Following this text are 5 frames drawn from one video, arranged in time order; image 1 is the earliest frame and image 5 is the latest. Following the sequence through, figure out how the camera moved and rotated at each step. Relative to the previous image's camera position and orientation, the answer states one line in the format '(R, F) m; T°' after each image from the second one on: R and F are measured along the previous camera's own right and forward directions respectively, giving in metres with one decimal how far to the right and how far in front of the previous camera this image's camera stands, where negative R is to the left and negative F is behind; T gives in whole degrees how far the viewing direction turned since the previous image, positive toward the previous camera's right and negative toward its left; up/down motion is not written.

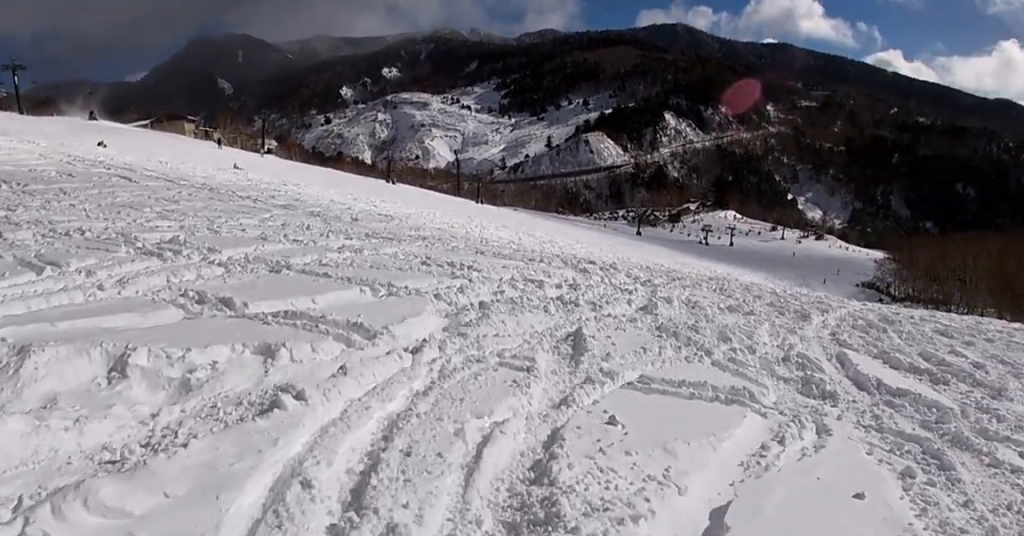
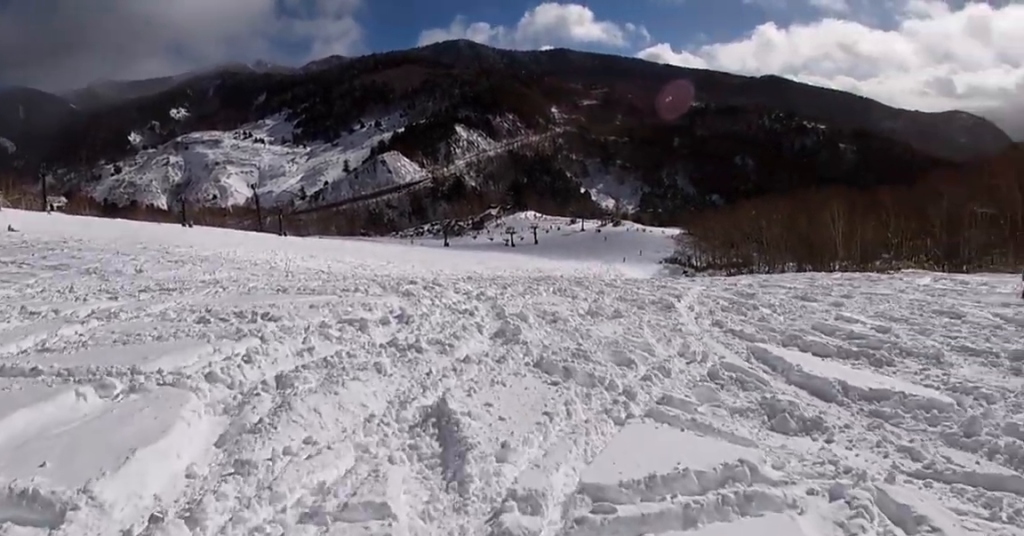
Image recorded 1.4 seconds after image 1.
(+1.5, +4.0) m; +25°
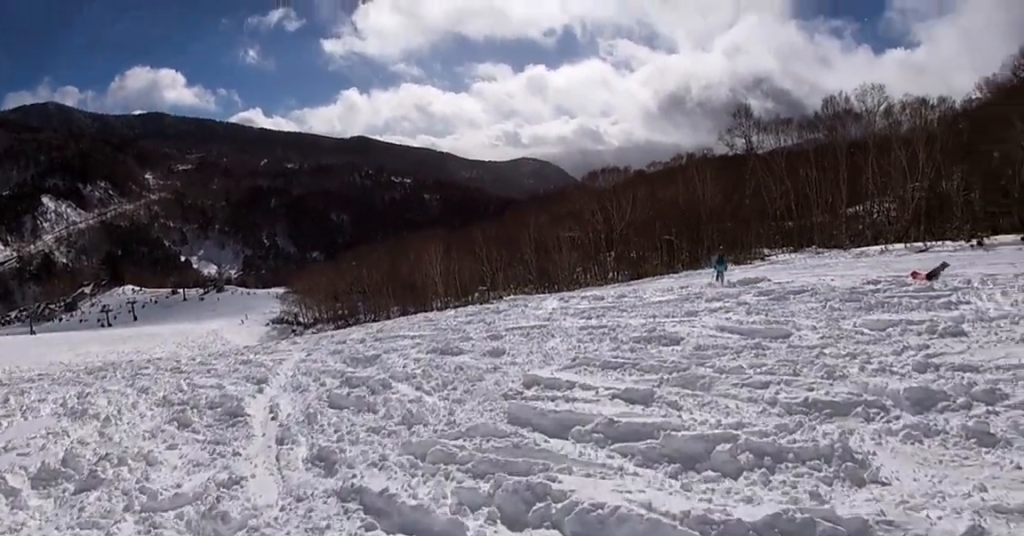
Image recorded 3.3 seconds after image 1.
(+2.2, +6.7) m; +34°
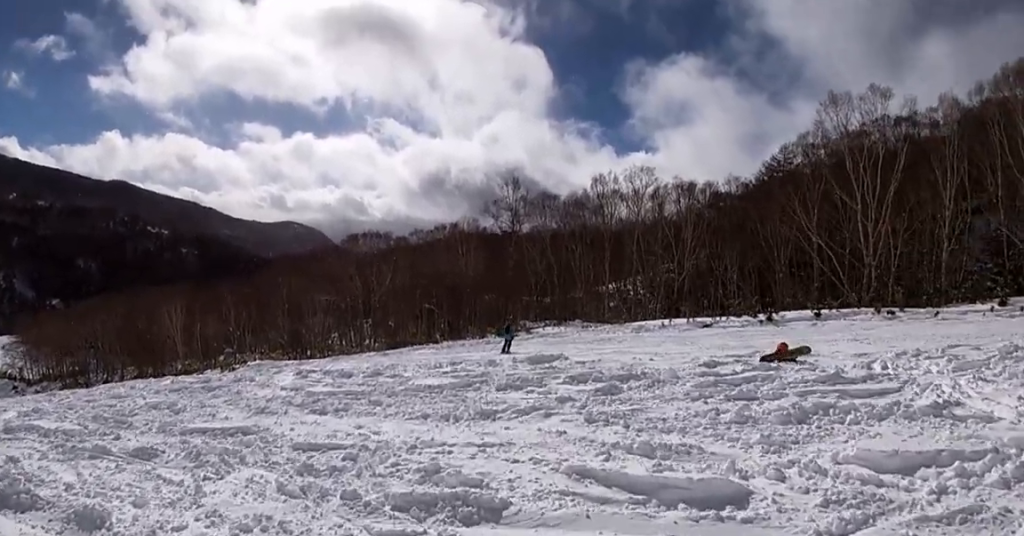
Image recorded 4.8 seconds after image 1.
(+0.5, +6.4) m; +9°
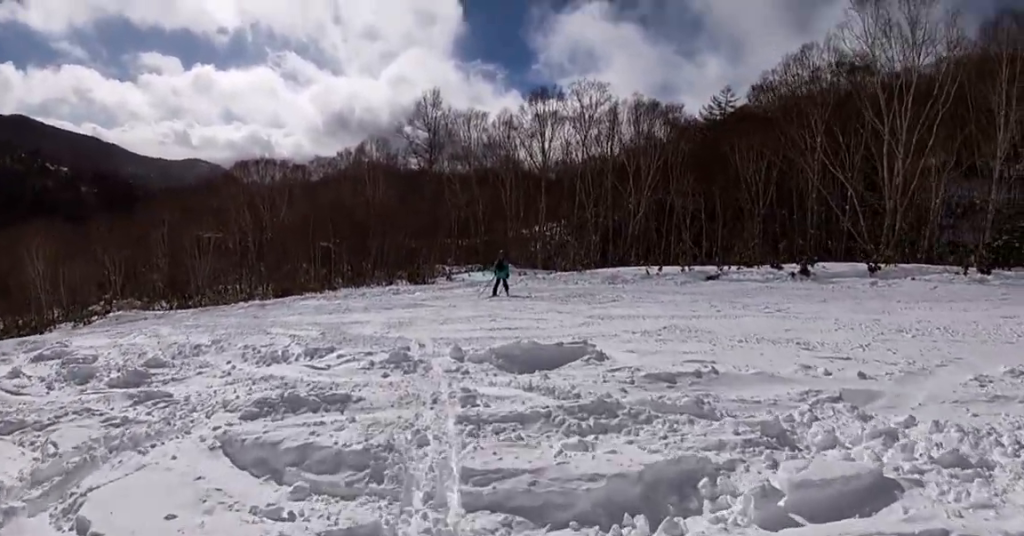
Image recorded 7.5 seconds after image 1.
(+0.6, +11.1) m; -6°
